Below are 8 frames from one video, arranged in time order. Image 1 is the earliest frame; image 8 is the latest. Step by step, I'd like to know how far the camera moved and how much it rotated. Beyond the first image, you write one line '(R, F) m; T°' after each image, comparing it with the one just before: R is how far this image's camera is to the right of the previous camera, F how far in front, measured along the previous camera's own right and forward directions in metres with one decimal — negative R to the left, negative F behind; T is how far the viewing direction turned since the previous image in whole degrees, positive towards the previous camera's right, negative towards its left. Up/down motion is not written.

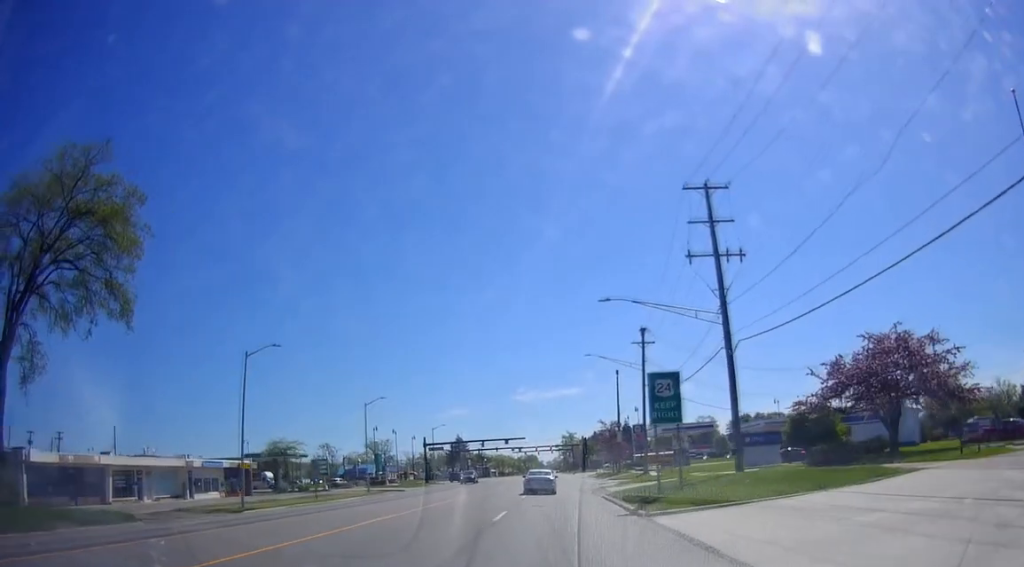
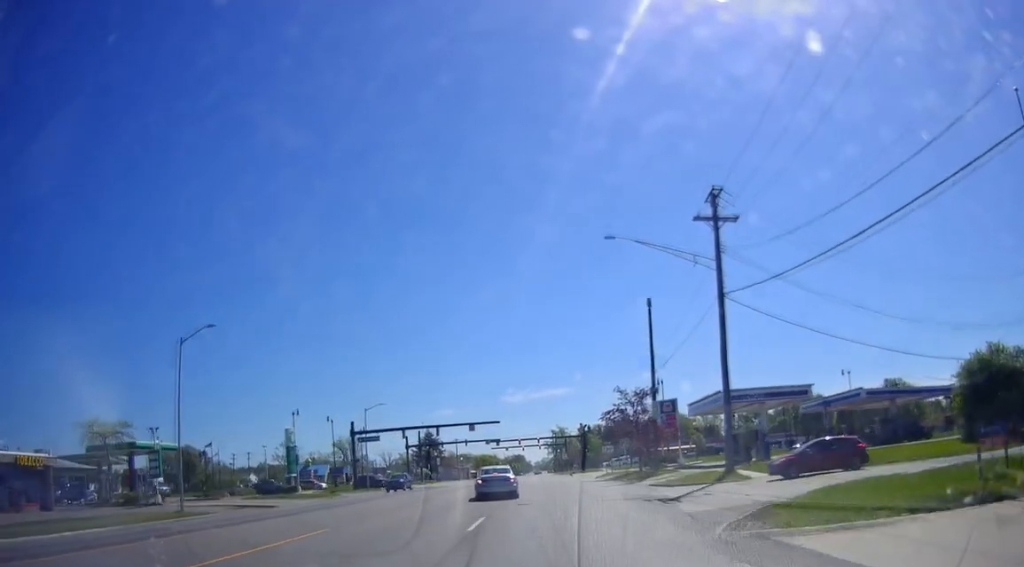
(+1.3, +35.0) m; +3°
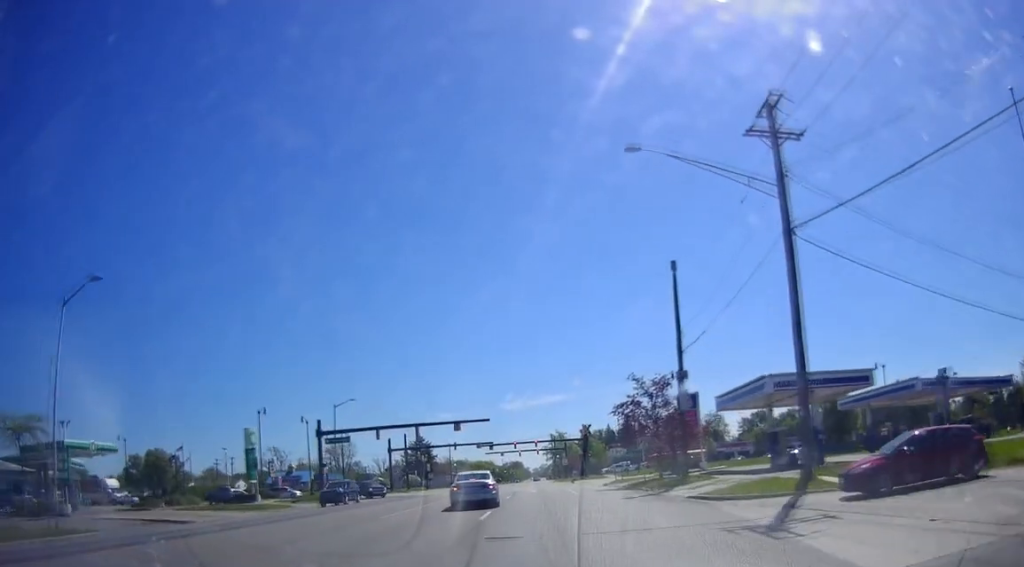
(-0.1, +10.6) m; -1°
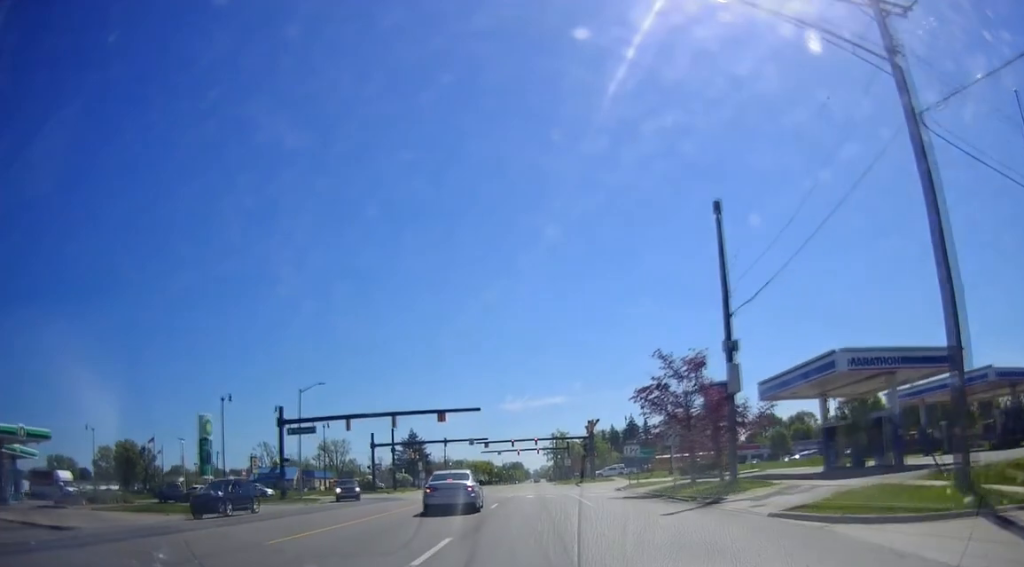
(-0.3, +9.8) m; 0°
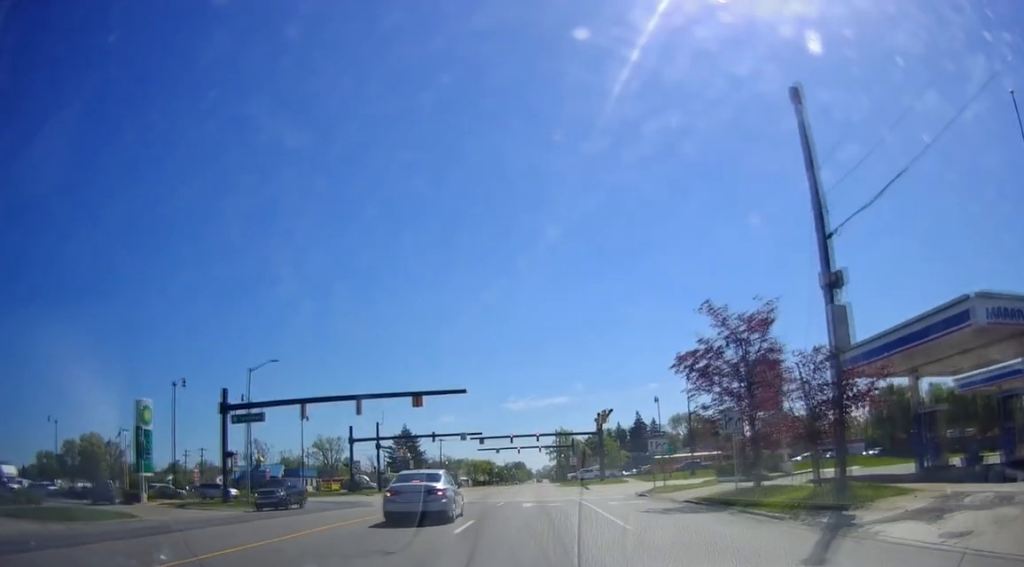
(+0.4, +10.5) m; +2°
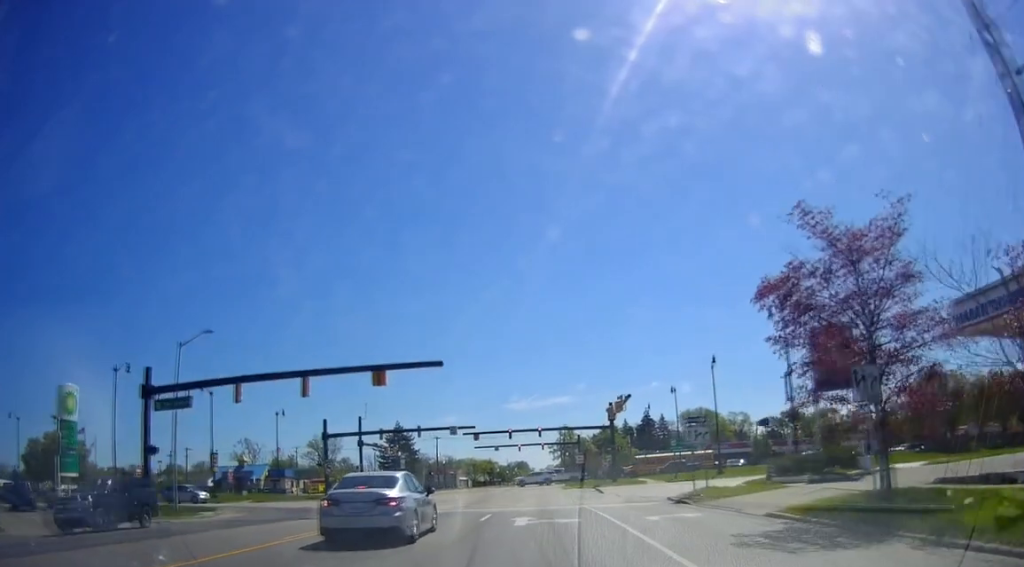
(0.0, +9.9) m; -3°
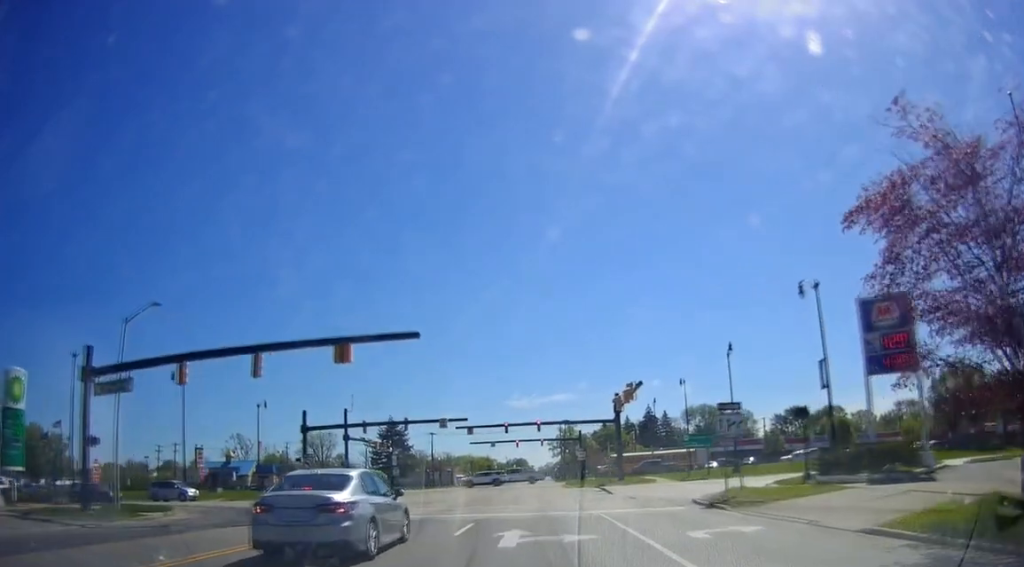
(-0.3, +5.5) m; -2°
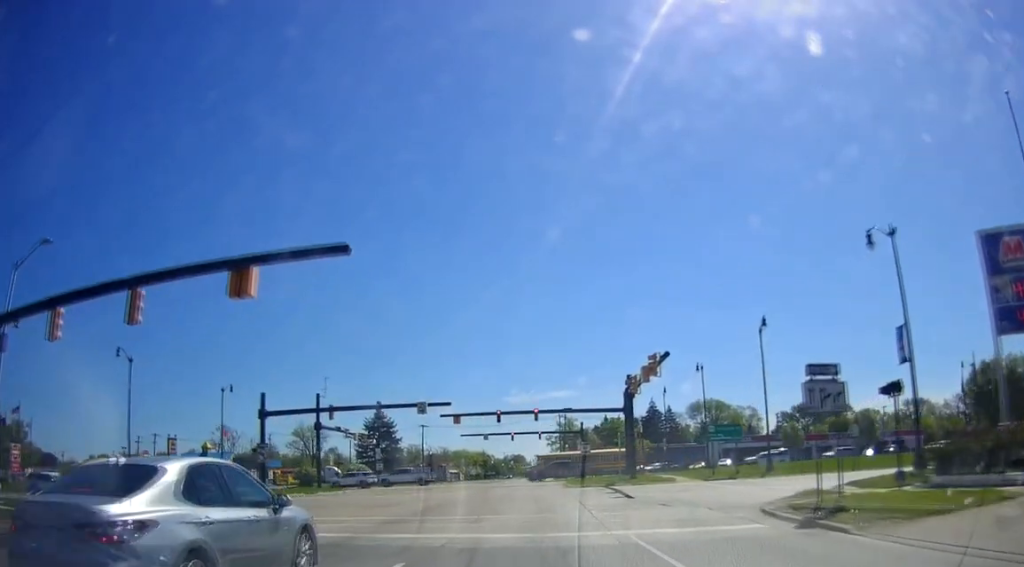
(-0.3, +9.5) m; -3°
